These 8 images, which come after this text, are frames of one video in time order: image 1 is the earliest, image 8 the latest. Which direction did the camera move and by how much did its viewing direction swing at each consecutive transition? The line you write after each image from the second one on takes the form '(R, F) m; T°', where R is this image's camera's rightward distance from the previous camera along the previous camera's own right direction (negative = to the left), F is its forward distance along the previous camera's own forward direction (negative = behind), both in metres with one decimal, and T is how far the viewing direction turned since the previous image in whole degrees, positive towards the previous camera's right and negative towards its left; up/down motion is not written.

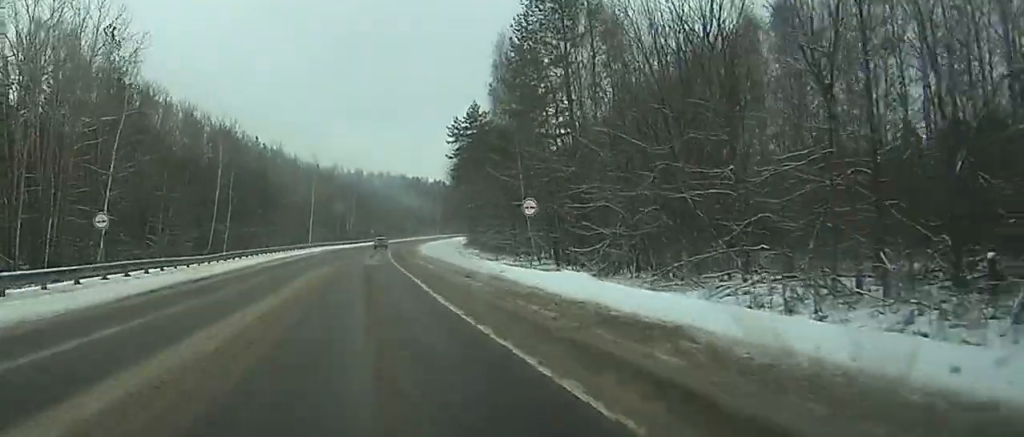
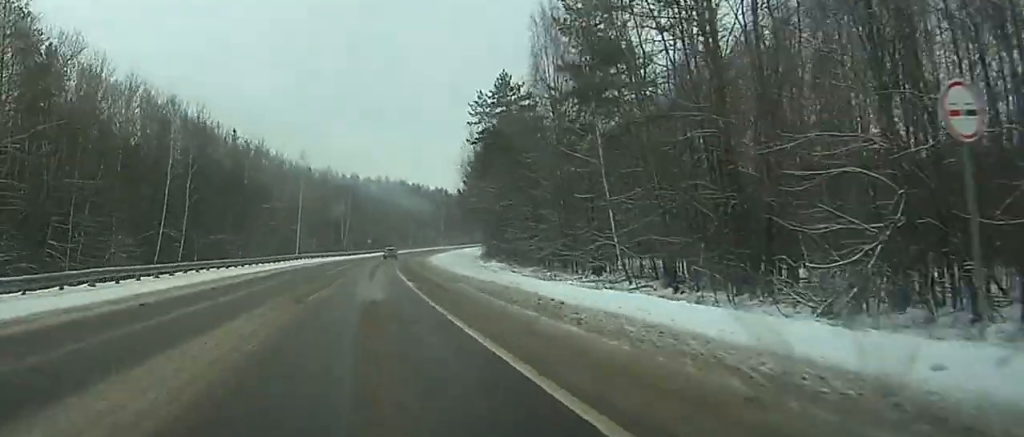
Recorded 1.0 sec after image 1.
(0.0, +27.4) m; 0°
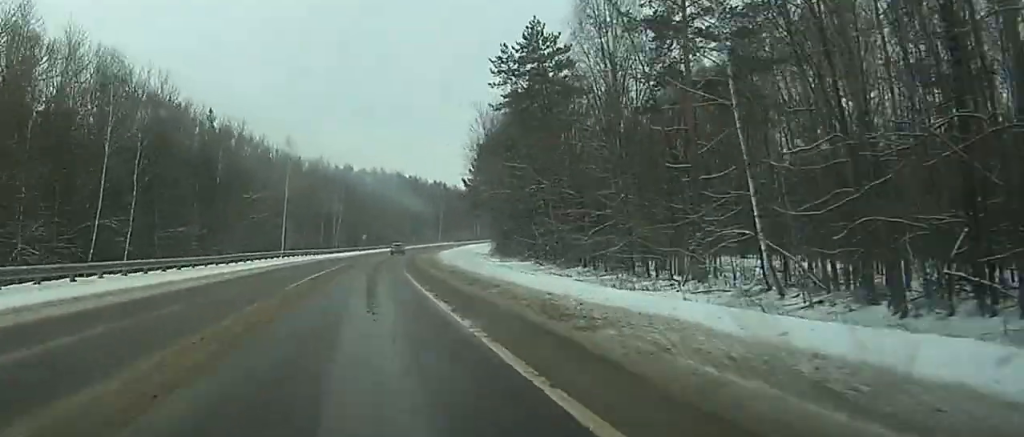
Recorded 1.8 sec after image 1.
(0.0, +15.5) m; +1°
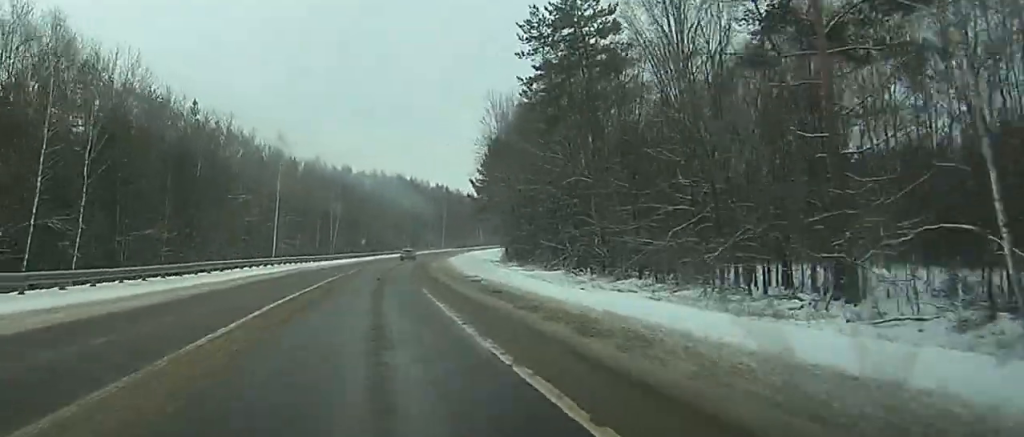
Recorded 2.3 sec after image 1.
(0.0, +10.2) m; +1°
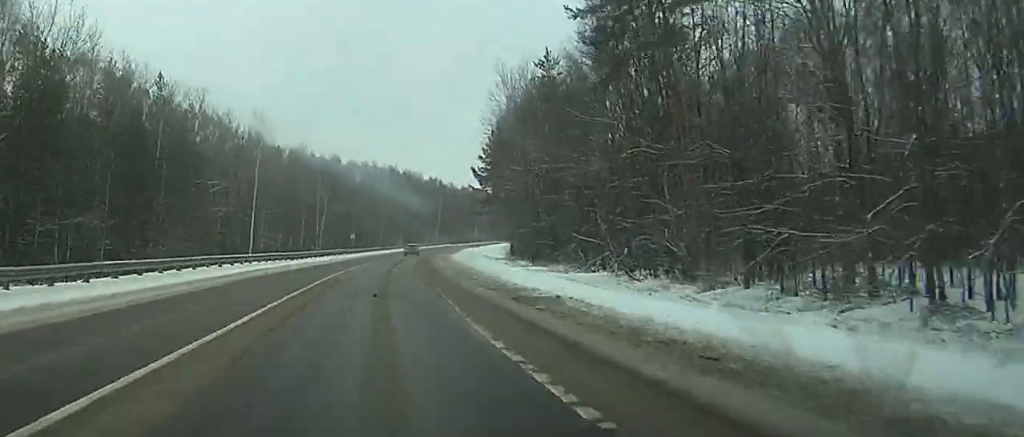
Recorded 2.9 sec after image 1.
(+0.1, +12.1) m; +1°
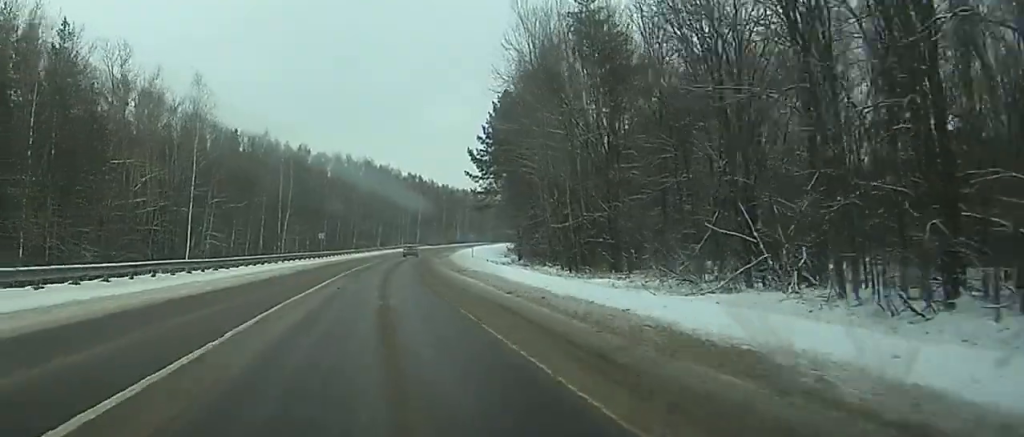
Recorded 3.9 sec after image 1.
(+0.4, +22.0) m; +2°
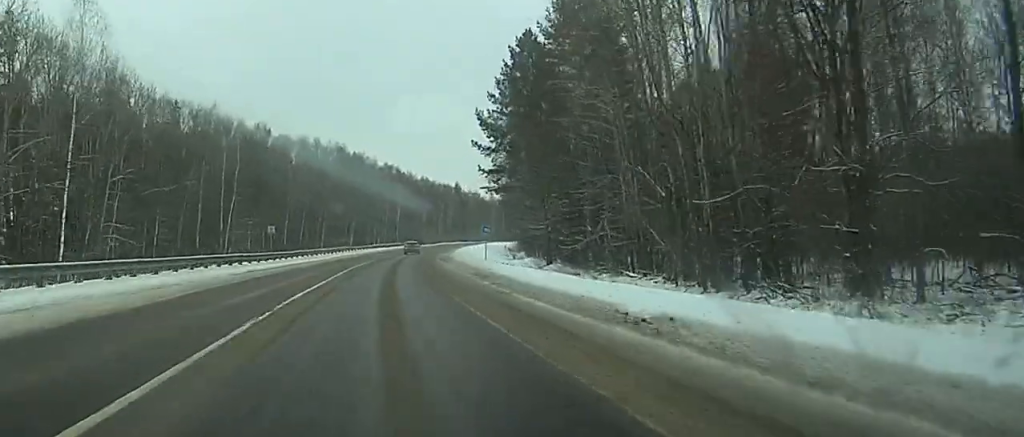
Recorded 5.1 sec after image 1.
(+0.3, +30.9) m; +1°
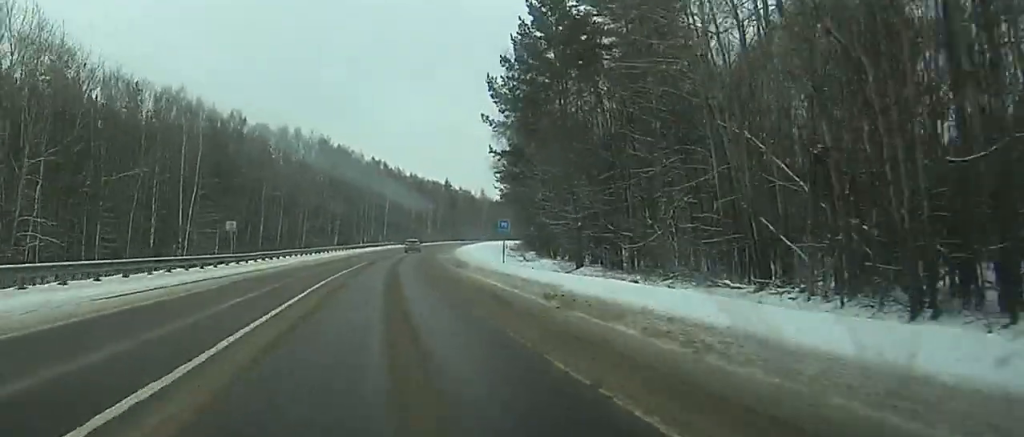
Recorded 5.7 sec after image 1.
(0.0, +16.6) m; +1°
